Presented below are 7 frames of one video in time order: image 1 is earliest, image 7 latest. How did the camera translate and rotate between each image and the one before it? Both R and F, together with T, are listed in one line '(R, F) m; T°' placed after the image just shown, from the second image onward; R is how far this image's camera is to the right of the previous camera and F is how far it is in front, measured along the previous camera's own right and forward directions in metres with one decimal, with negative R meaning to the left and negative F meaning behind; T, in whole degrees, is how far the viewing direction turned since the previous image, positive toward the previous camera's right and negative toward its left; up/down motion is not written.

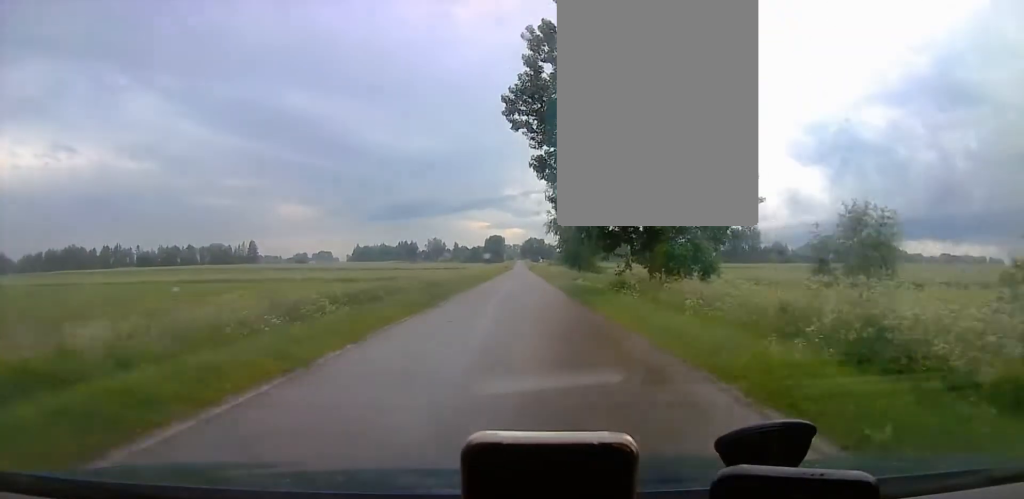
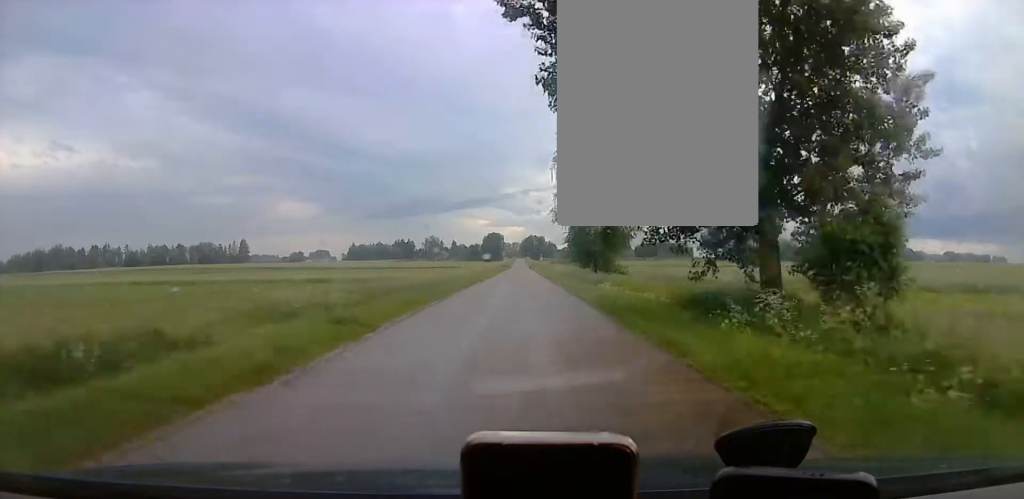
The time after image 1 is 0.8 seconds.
(-0.2, +13.2) m; -1°
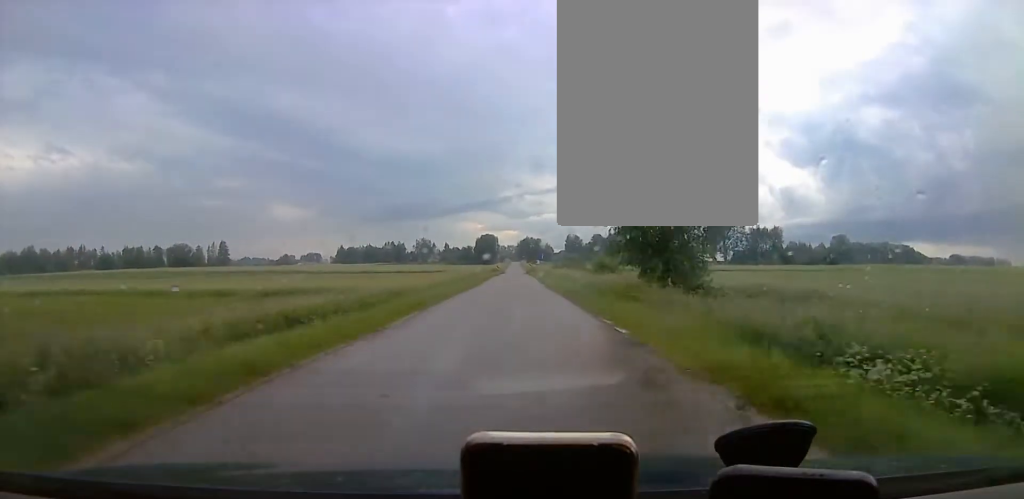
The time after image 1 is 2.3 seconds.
(-0.2, +21.9) m; +1°
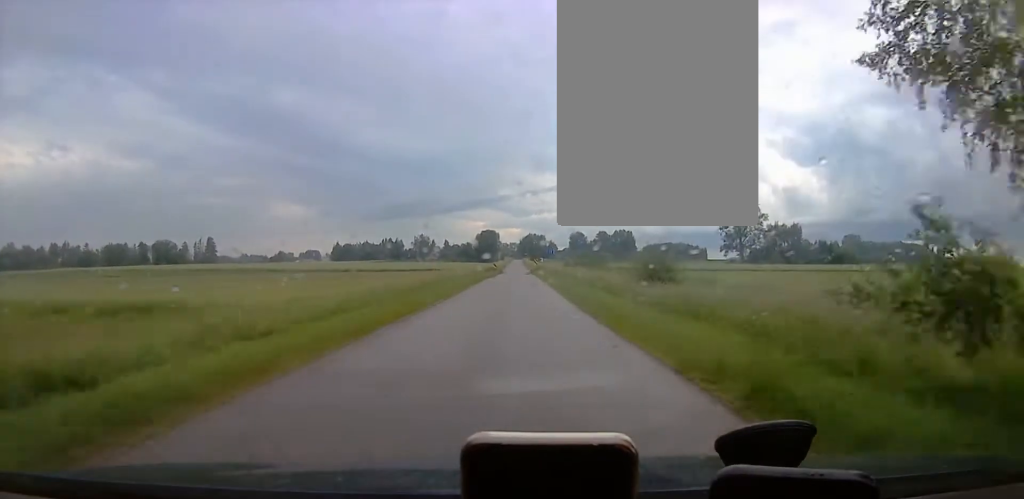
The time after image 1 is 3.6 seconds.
(+0.5, +19.9) m; +2°
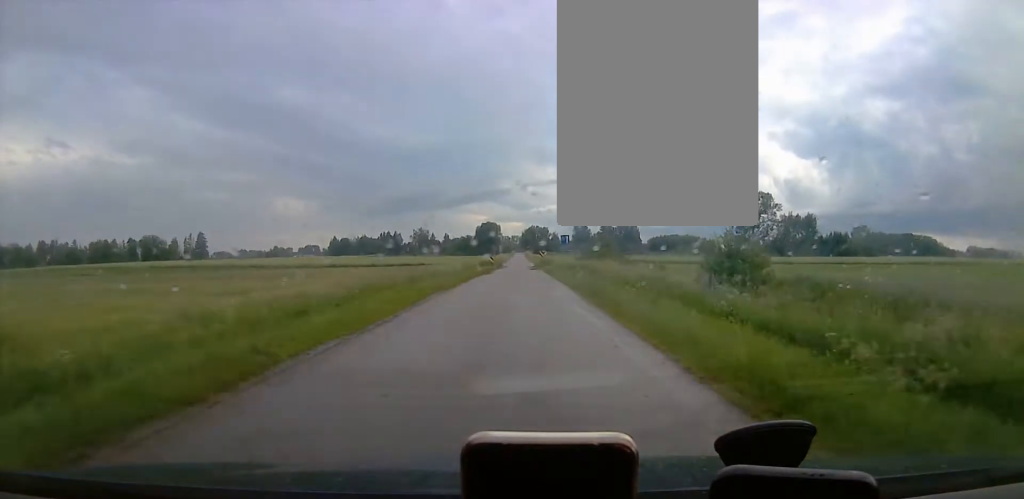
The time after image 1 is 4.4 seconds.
(0.0, +15.4) m; -1°
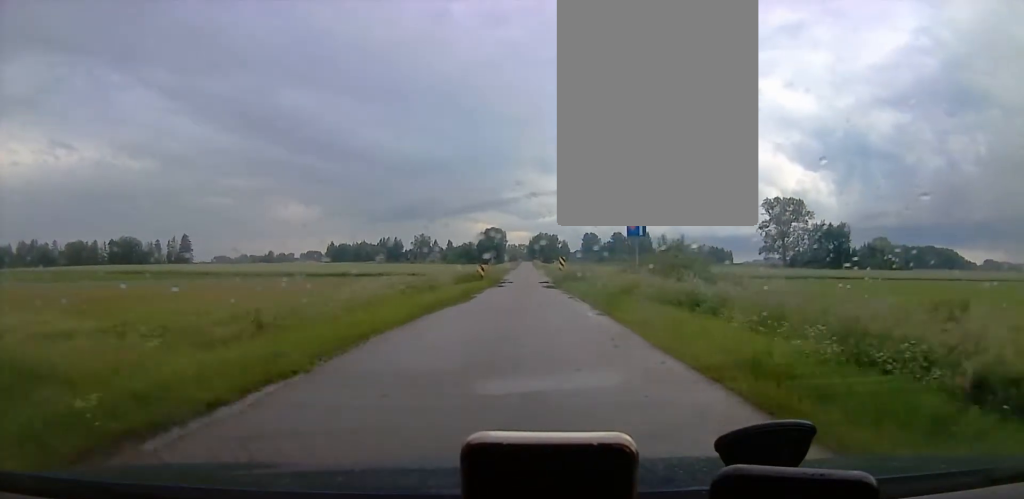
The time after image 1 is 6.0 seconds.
(-0.8, +31.4) m; -2°
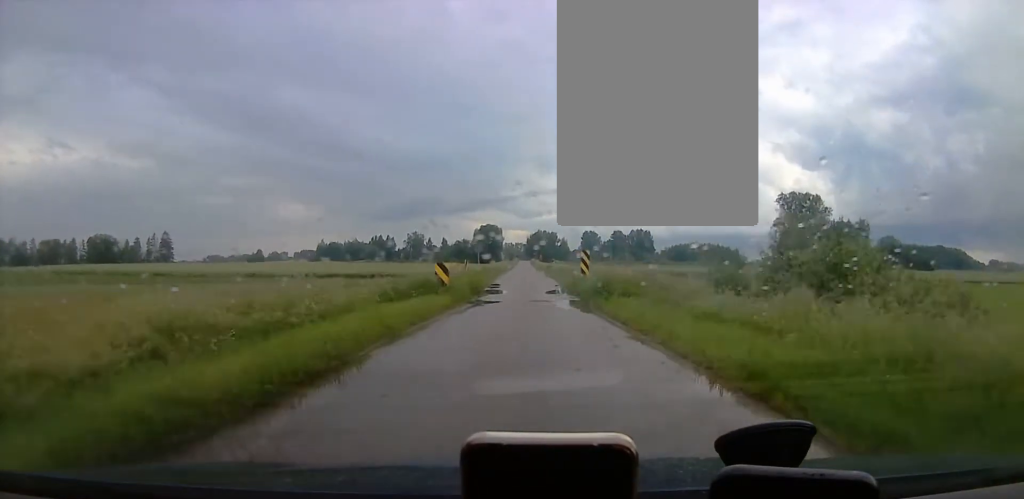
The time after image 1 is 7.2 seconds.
(+0.1, +22.6) m; +1°
